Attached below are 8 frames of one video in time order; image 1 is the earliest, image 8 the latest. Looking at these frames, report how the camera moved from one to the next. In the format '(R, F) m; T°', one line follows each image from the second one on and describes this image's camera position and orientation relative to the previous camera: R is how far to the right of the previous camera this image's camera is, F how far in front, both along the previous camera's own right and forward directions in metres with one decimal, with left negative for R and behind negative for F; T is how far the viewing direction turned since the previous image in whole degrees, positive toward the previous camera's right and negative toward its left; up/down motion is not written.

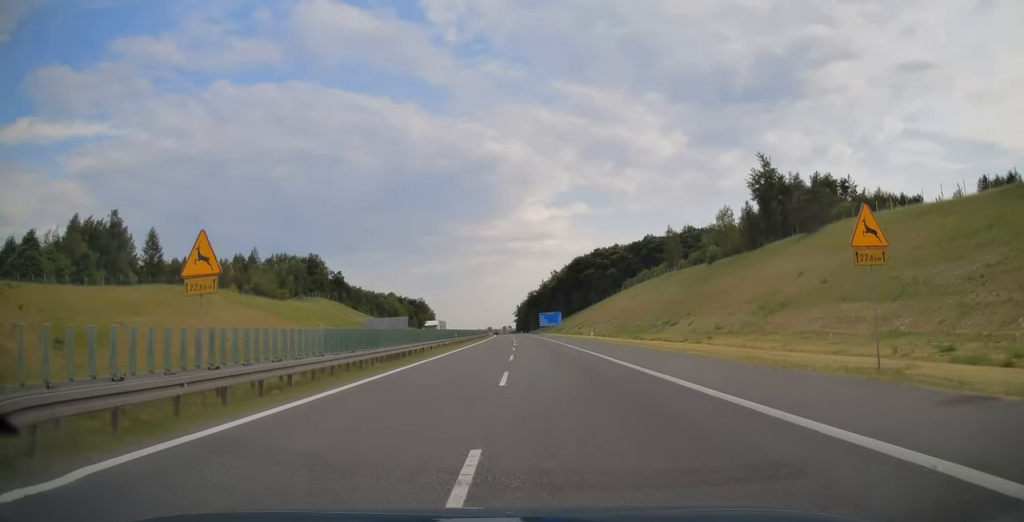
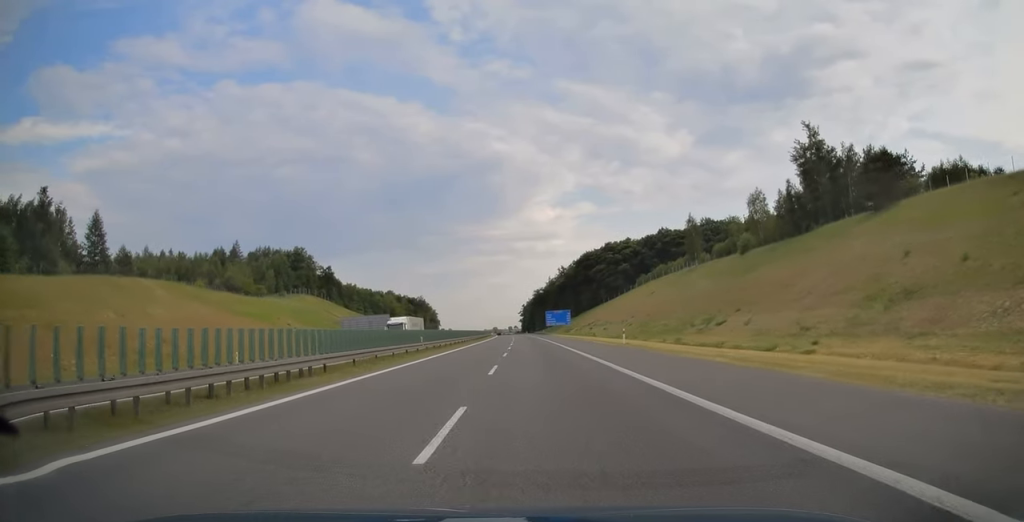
(0.0, +20.3) m; 0°
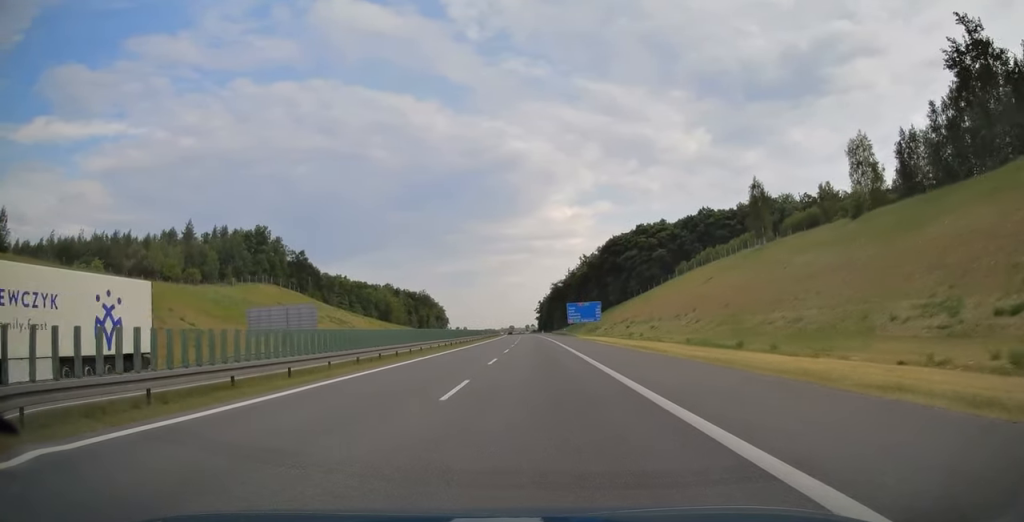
(-0.4, +42.8) m; -1°
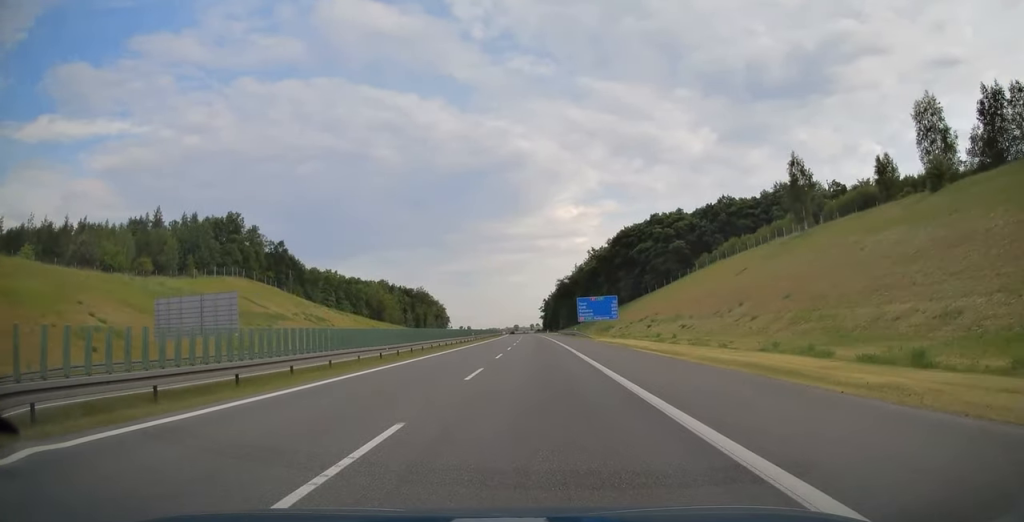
(0.0, +19.8) m; -1°
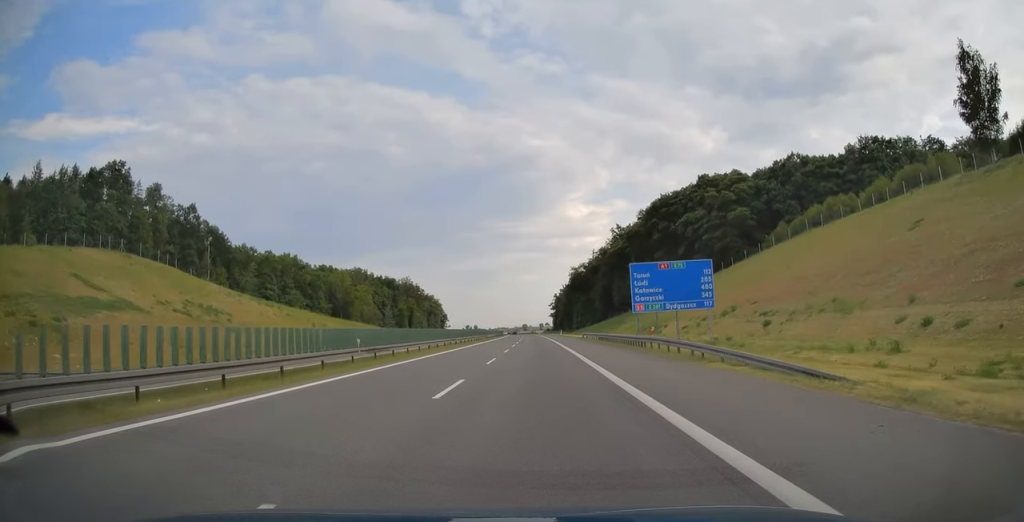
(-0.9, +52.5) m; -2°
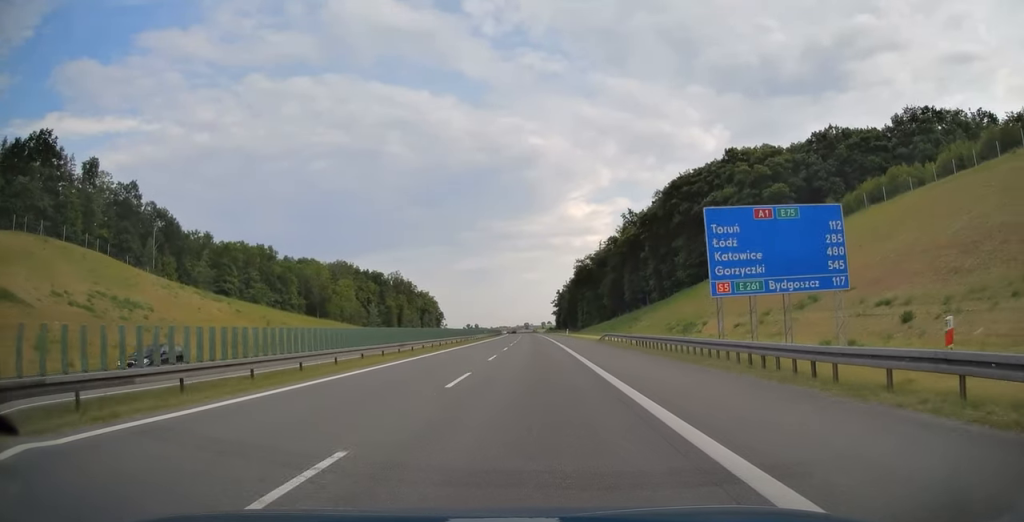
(-0.1, +21.9) m; 0°
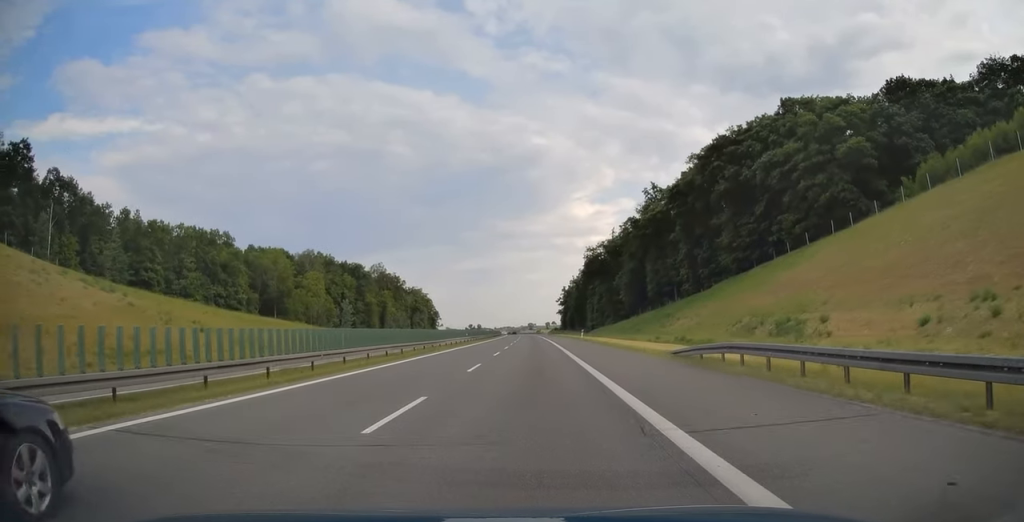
(-0.1, +30.7) m; 0°
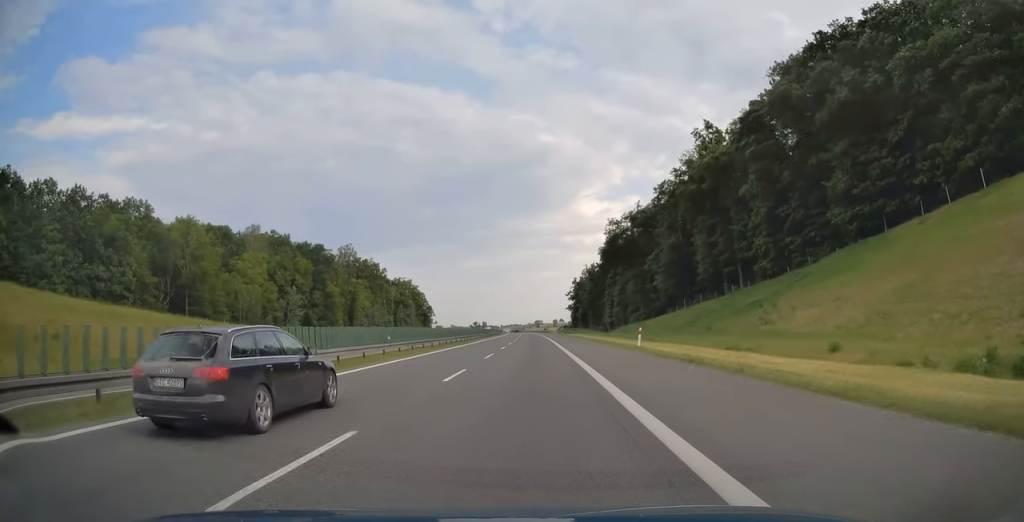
(-0.2, +40.6) m; -1°
